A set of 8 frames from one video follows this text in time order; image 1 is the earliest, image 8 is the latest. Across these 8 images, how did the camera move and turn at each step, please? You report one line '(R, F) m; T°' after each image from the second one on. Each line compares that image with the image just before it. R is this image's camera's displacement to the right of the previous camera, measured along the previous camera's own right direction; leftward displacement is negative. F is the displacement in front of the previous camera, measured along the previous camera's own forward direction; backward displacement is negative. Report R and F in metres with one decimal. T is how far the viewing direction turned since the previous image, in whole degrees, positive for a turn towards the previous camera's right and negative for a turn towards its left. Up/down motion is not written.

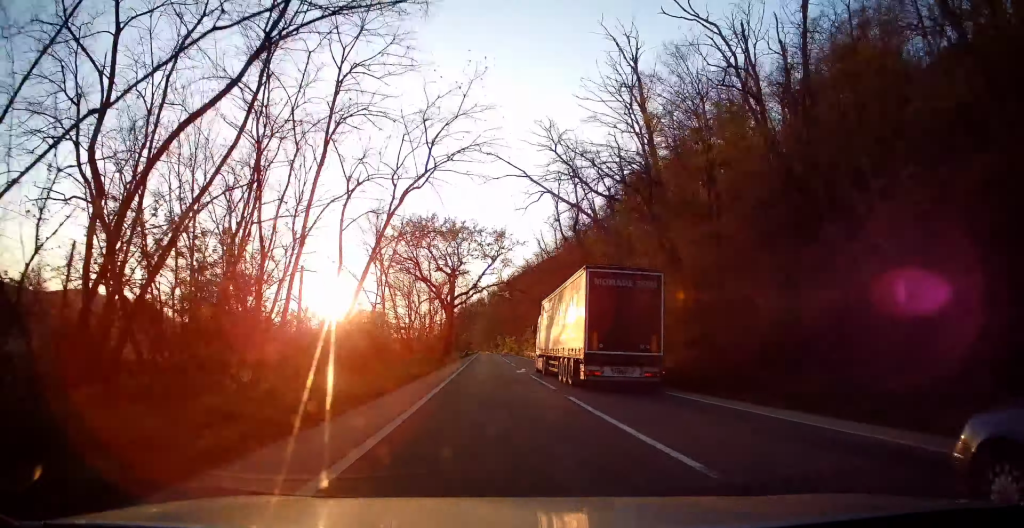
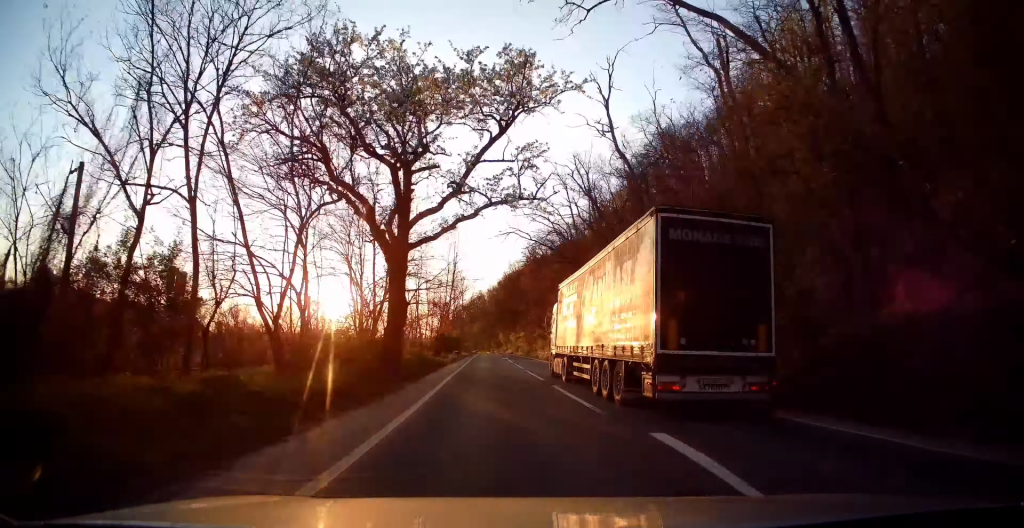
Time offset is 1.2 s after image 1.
(0.0, +27.4) m; 0°
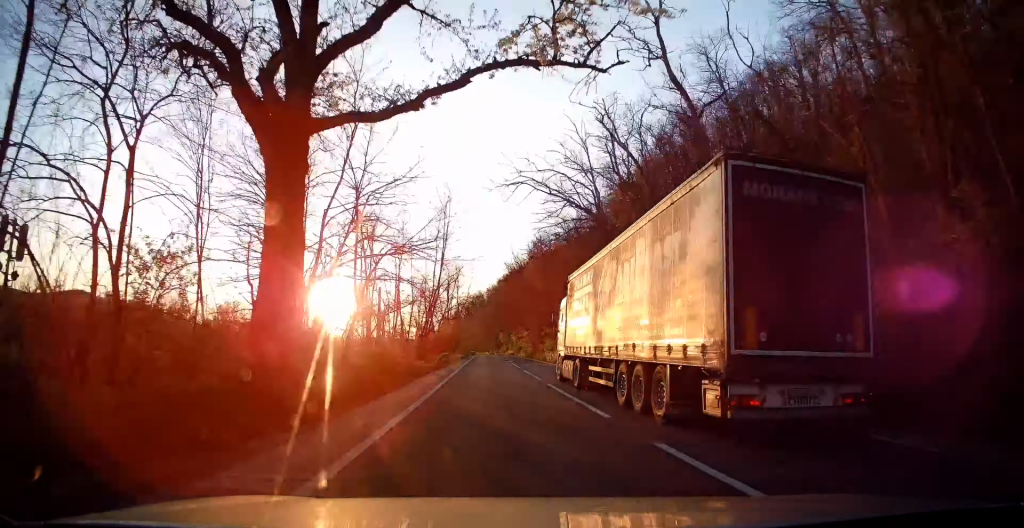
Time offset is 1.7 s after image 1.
(0.0, +11.1) m; +1°
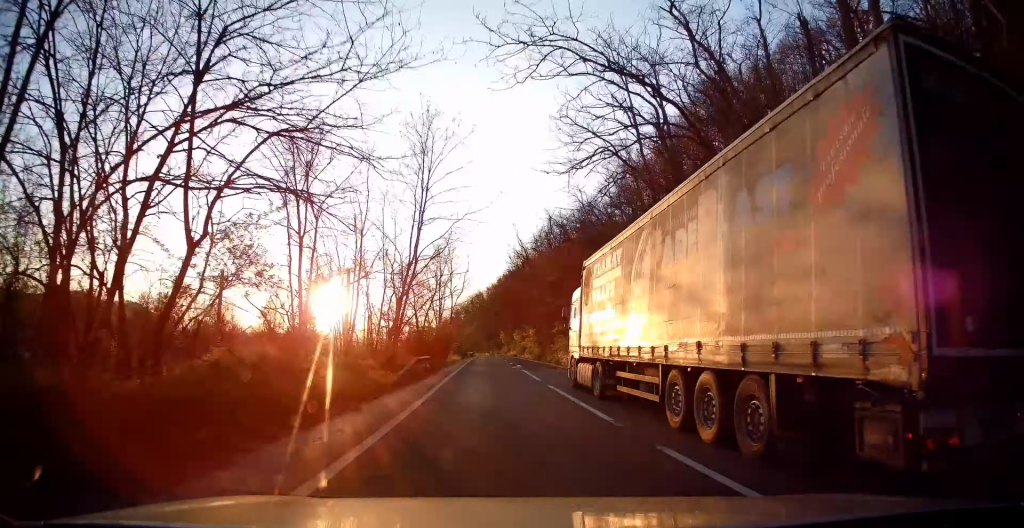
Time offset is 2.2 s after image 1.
(-0.1, +11.9) m; +1°
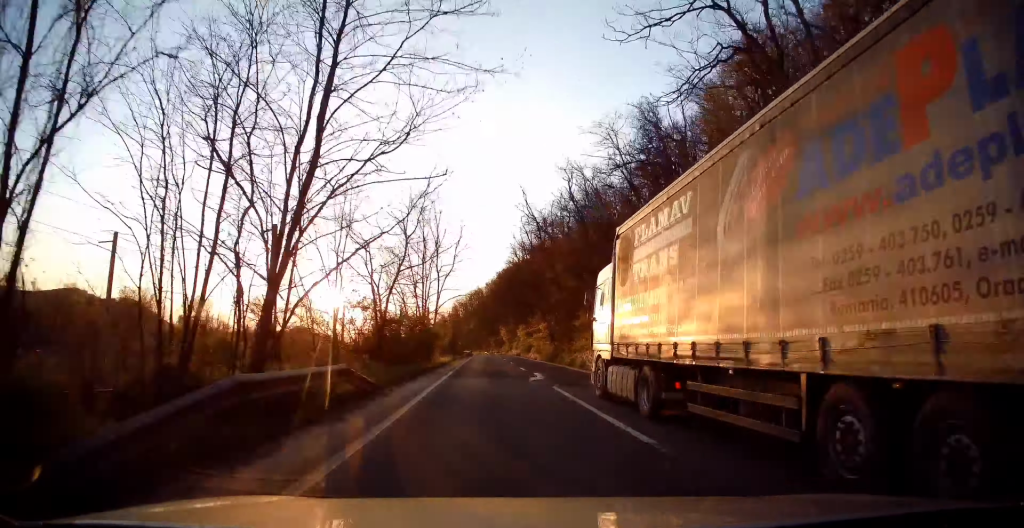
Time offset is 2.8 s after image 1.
(+0.3, +14.8) m; 0°
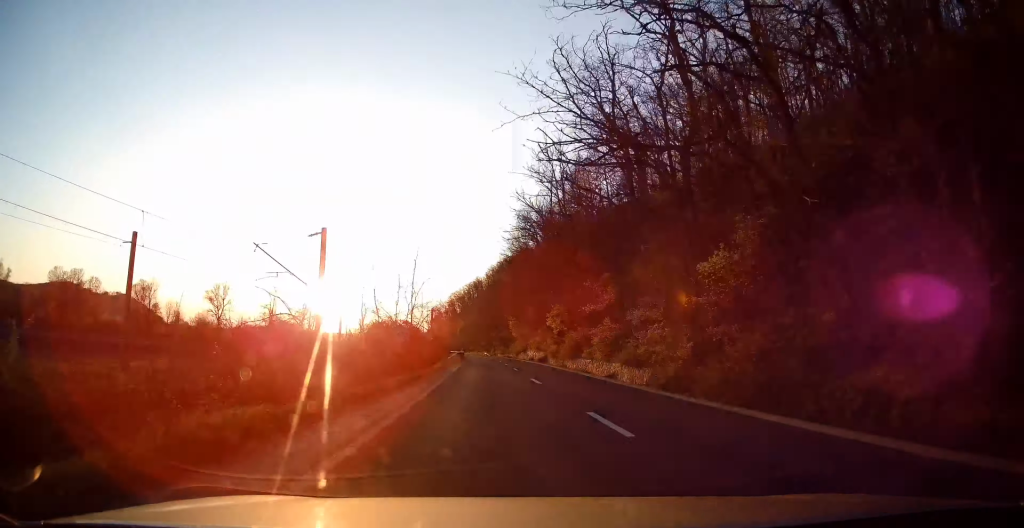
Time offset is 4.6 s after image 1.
(-0.1, +45.8) m; -1°
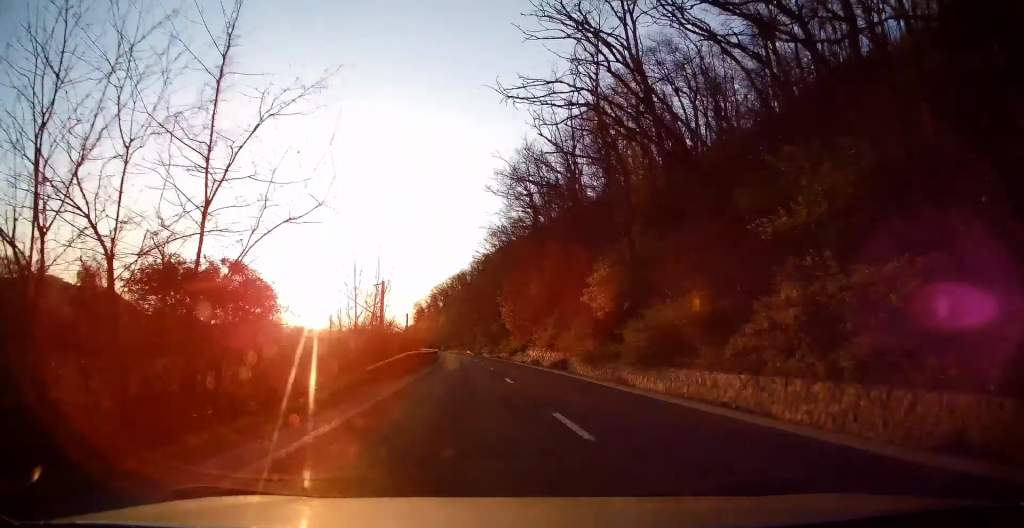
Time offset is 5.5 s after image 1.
(0.0, +24.6) m; 0°
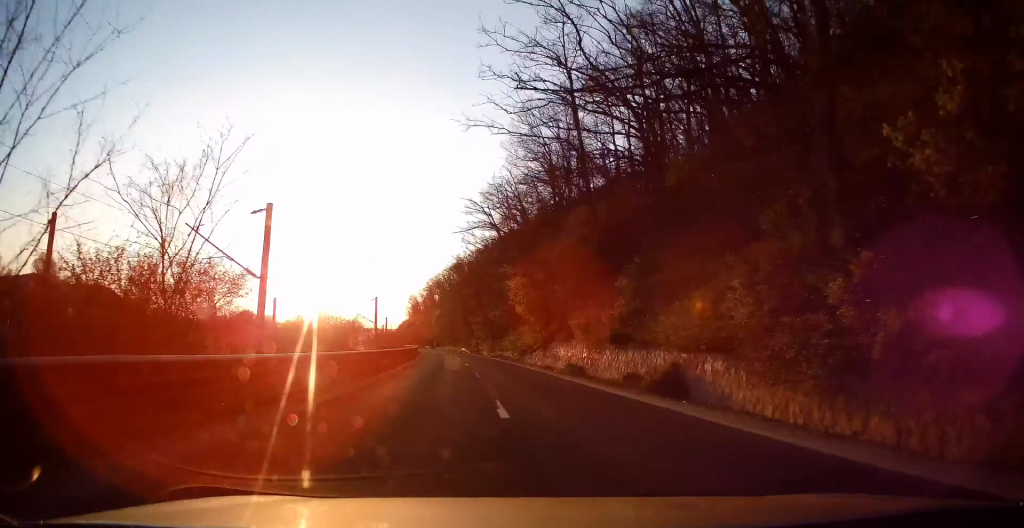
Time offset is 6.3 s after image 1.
(+0.2, +22.3) m; +1°
